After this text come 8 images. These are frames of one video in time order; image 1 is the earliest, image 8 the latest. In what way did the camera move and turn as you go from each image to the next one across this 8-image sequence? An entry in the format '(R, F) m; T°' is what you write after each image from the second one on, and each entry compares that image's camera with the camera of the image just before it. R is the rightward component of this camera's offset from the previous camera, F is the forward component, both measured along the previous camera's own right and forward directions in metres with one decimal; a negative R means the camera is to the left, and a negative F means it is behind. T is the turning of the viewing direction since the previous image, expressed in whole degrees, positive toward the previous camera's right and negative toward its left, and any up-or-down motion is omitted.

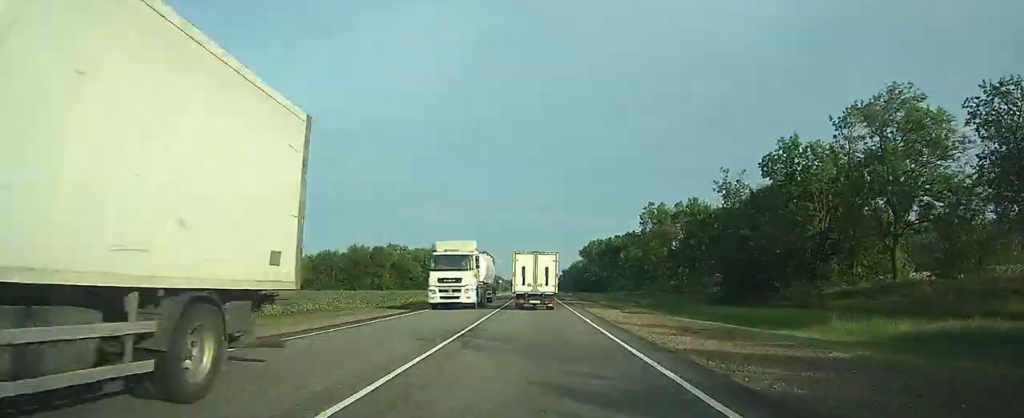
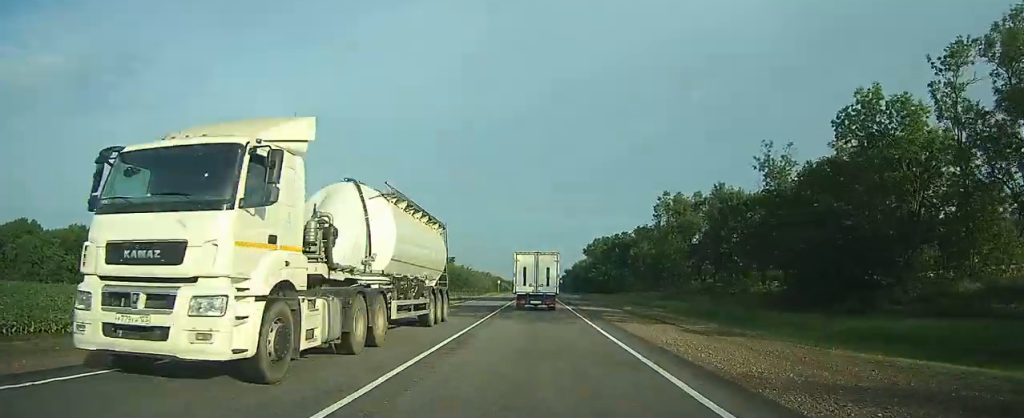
(0.0, +13.5) m; 0°
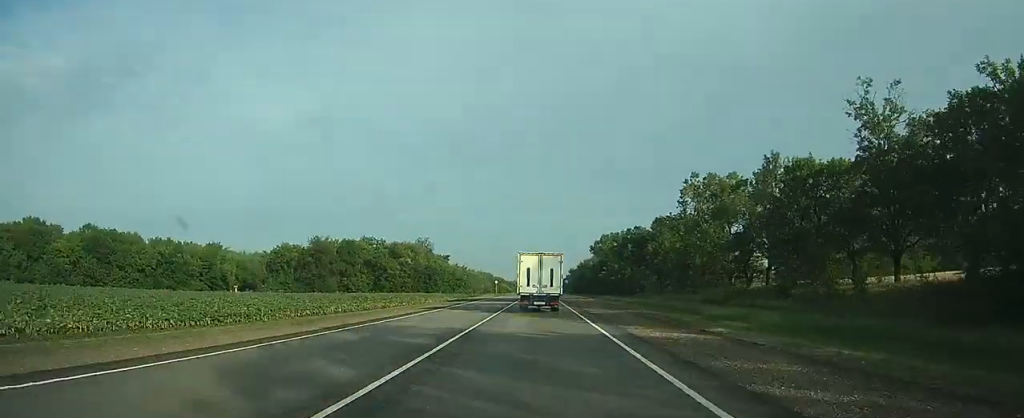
(0.0, +20.0) m; 0°
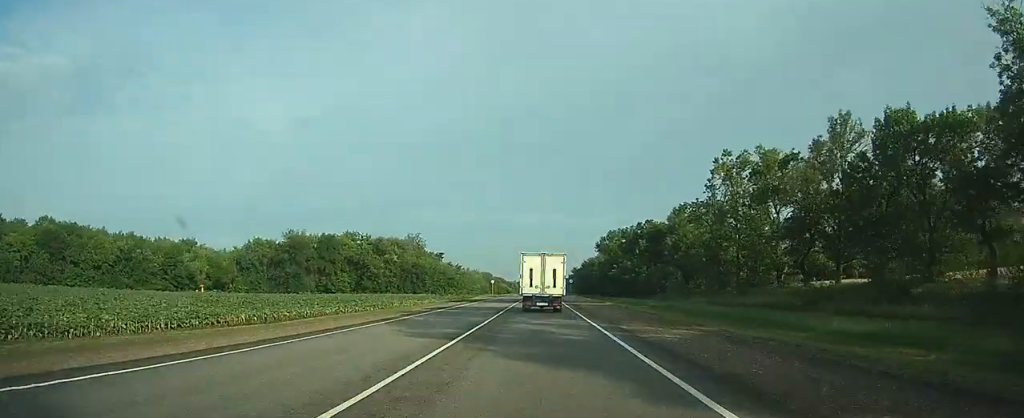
(0.0, +17.3) m; 0°
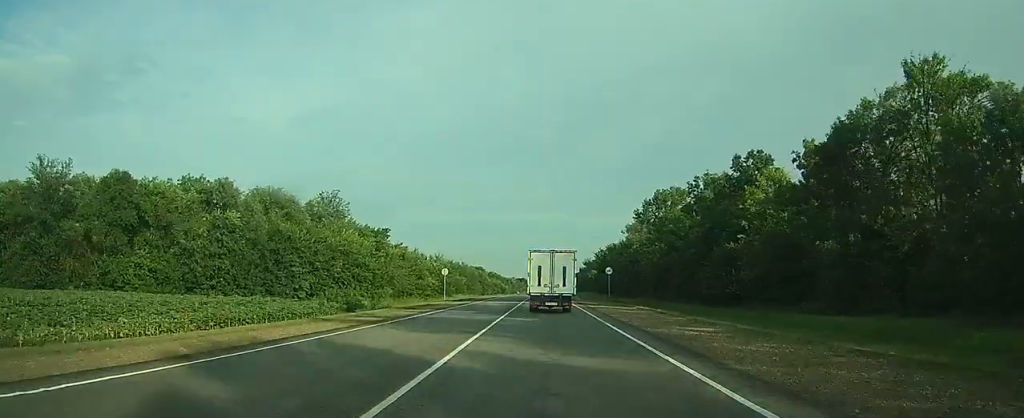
(-0.6, +77.7) m; -1°
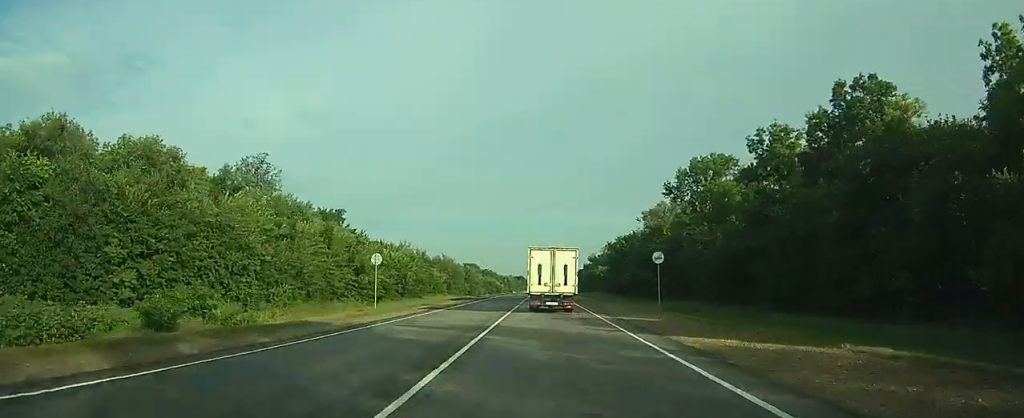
(0.0, +26.7) m; 0°
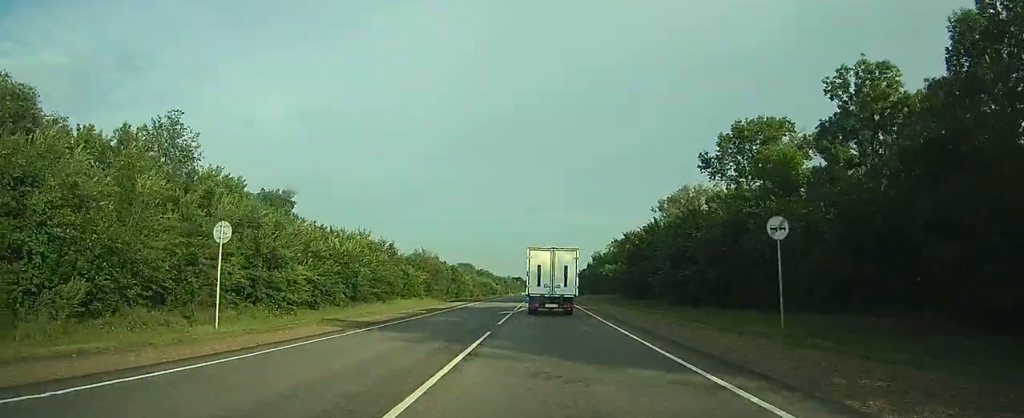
(0.0, +18.3) m; 0°
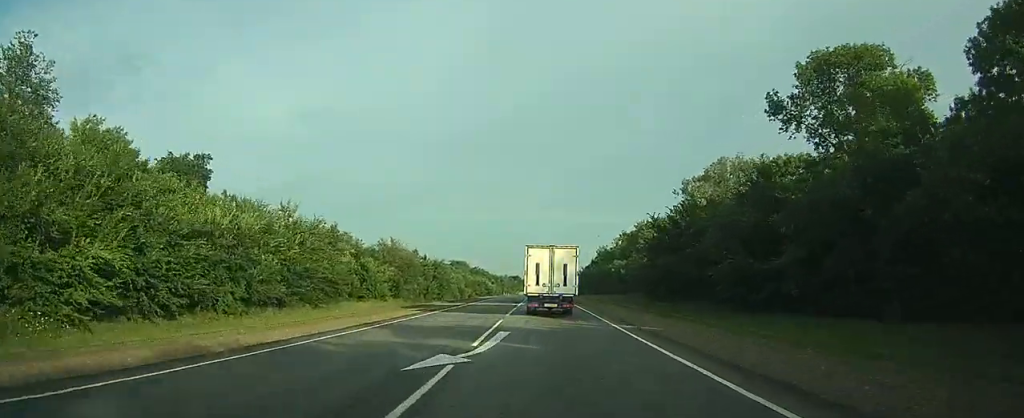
(0.0, +18.9) m; 0°
